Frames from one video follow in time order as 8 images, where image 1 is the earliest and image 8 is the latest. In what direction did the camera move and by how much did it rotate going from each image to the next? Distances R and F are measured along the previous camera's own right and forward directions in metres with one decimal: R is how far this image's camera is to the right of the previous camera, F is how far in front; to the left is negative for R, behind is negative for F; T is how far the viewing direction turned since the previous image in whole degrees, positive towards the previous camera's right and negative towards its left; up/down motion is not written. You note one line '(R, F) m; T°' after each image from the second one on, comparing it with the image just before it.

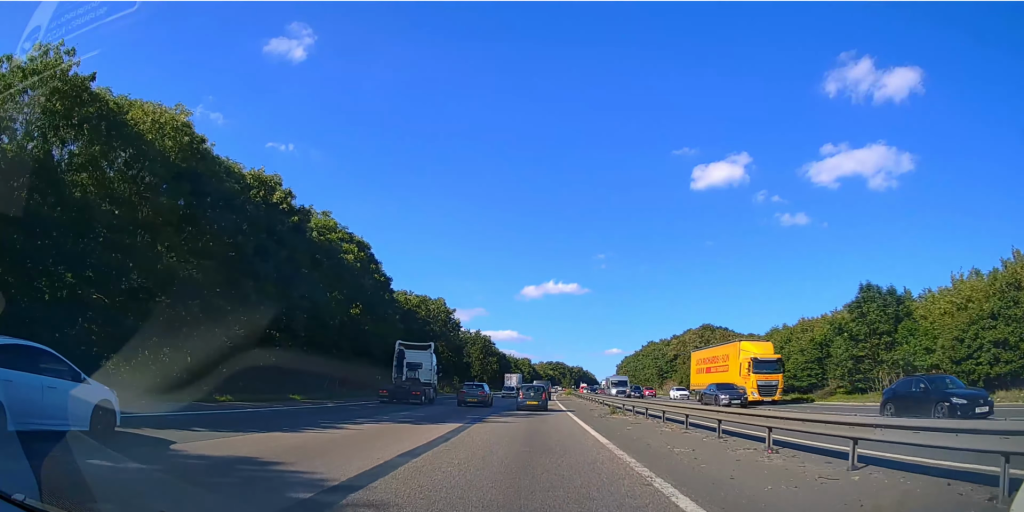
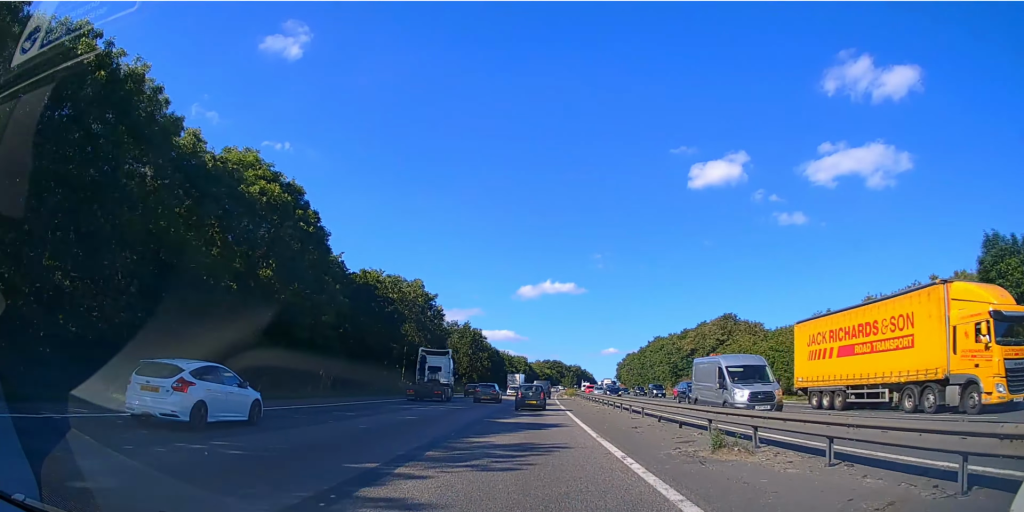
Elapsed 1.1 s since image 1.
(0.0, +15.7) m; 0°
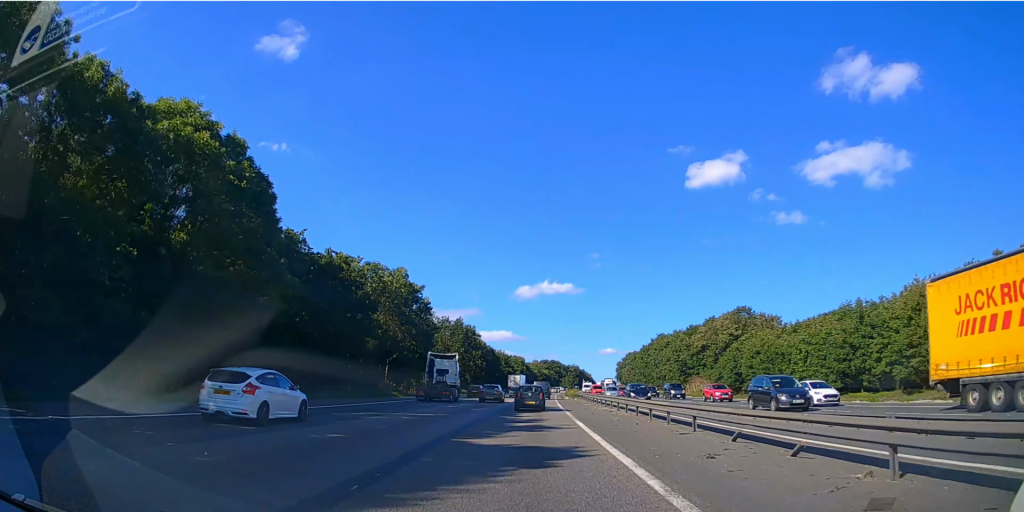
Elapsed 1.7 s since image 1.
(0.0, +8.3) m; 0°
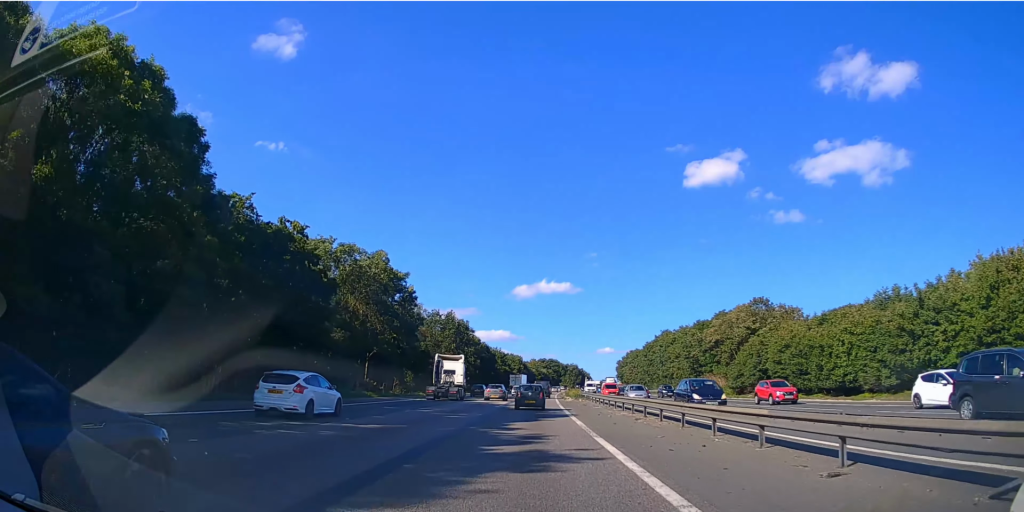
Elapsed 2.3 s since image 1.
(0.0, +8.3) m; +1°
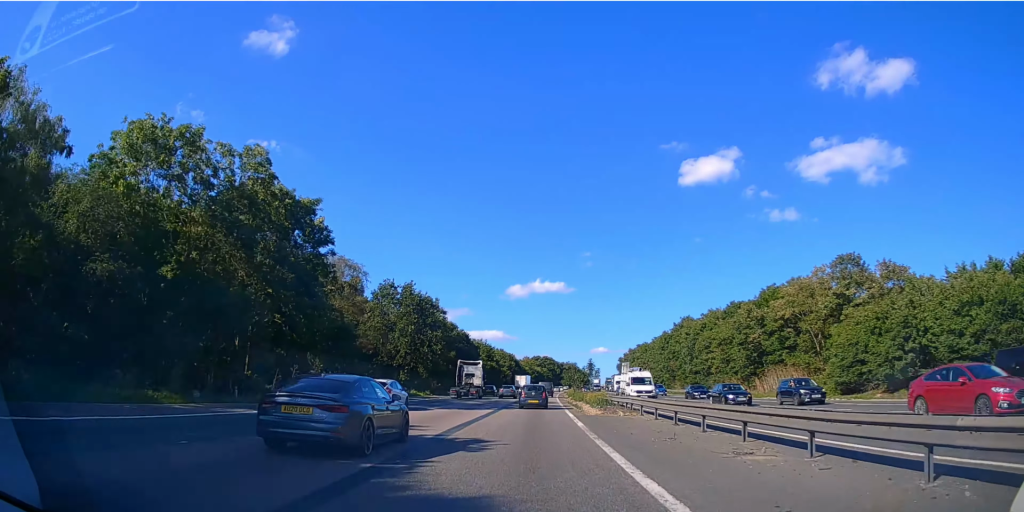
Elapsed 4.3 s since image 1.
(+0.1, +27.2) m; 0°
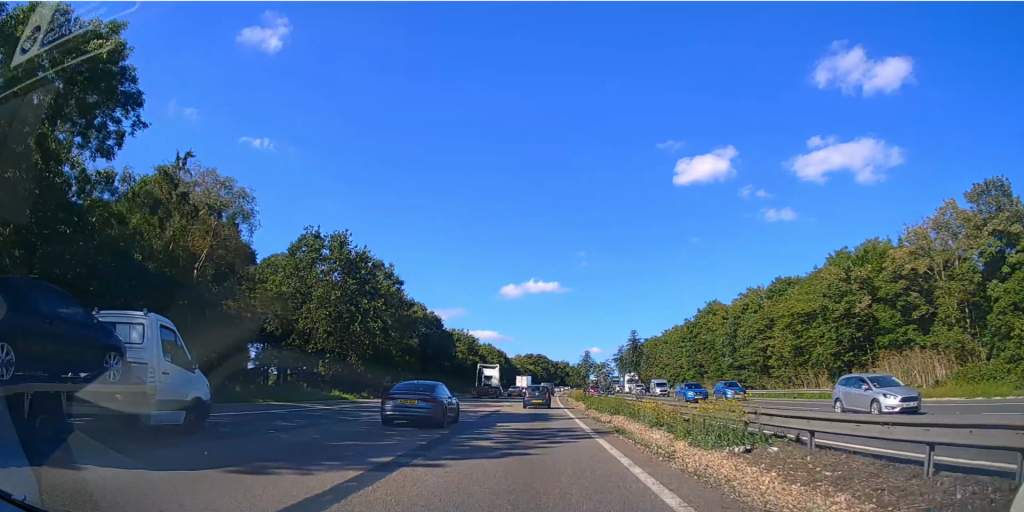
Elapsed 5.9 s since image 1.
(+0.1, +23.9) m; +1°
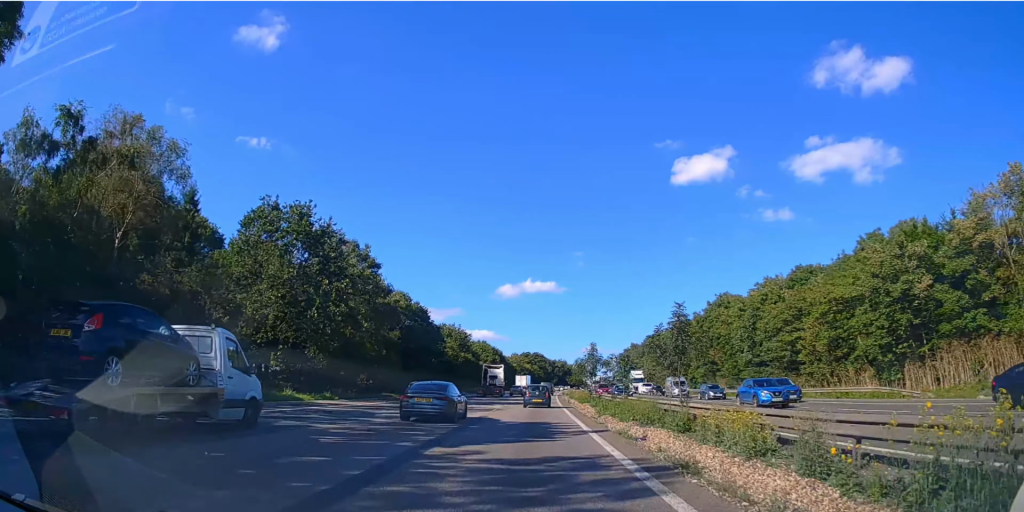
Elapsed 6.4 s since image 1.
(0.0, +7.9) m; 0°
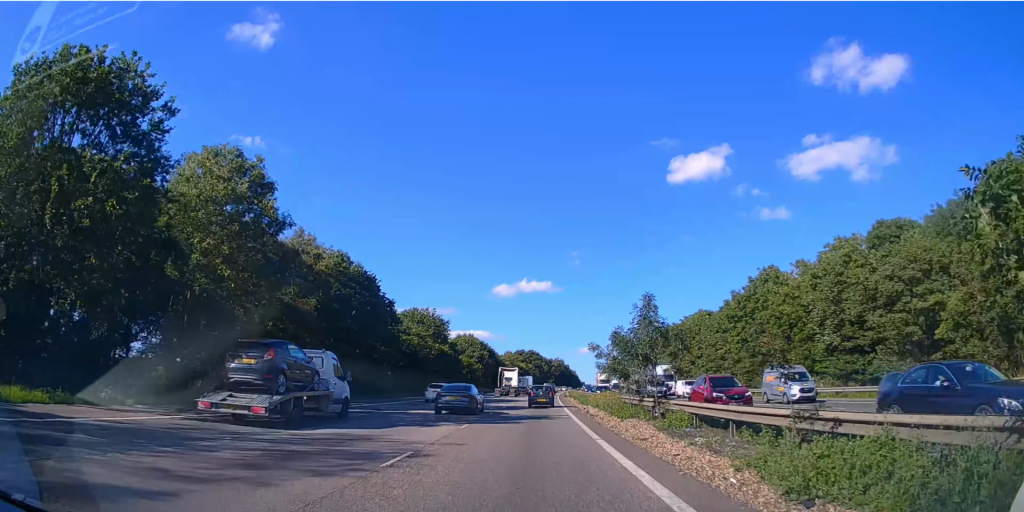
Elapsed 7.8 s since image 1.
(+0.1, +21.0) m; +1°
